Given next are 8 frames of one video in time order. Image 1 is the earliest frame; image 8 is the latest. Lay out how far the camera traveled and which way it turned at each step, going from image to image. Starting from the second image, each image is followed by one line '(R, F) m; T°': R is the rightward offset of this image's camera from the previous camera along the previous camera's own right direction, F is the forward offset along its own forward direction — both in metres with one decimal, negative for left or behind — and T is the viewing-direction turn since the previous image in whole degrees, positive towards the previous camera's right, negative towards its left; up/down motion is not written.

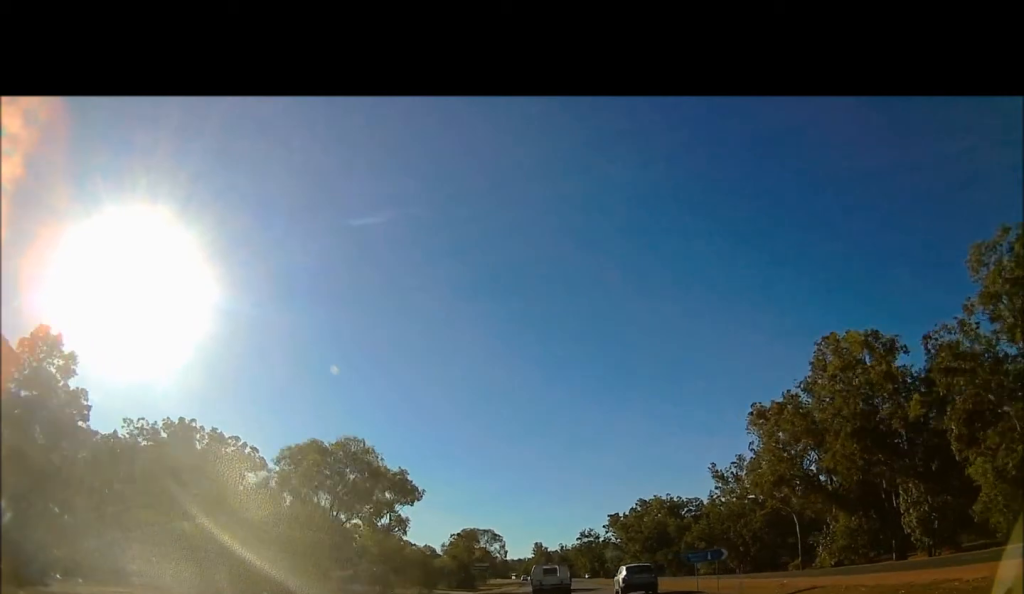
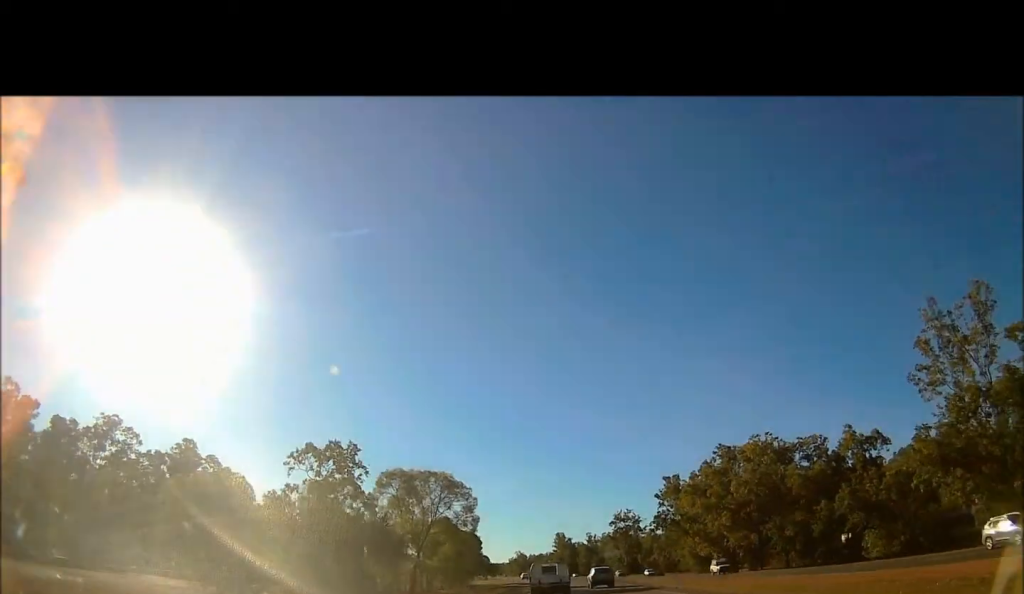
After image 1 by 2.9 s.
(0.0, +60.2) m; -1°
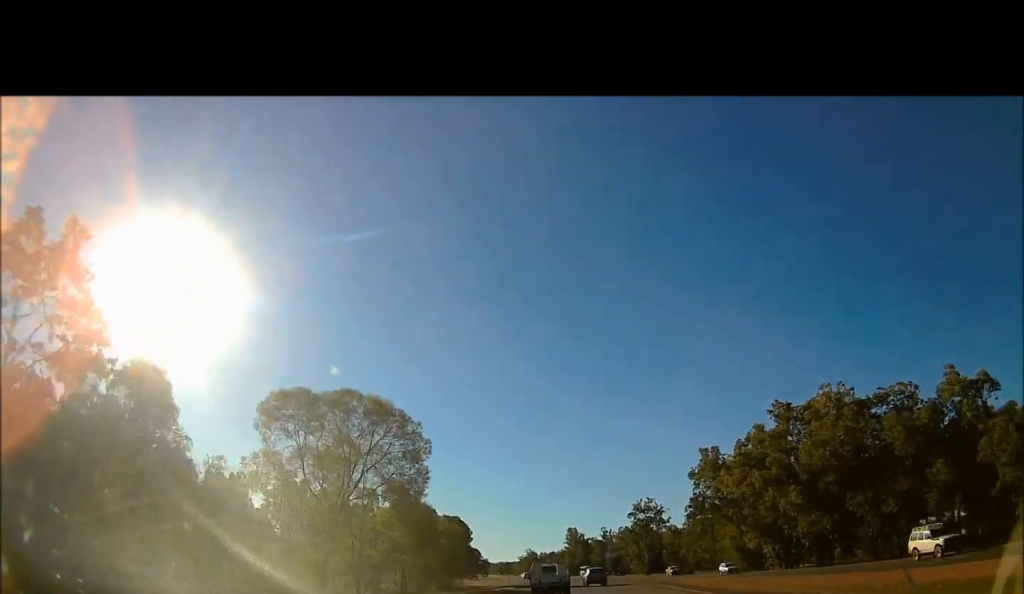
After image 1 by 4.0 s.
(-0.5, +23.2) m; -2°
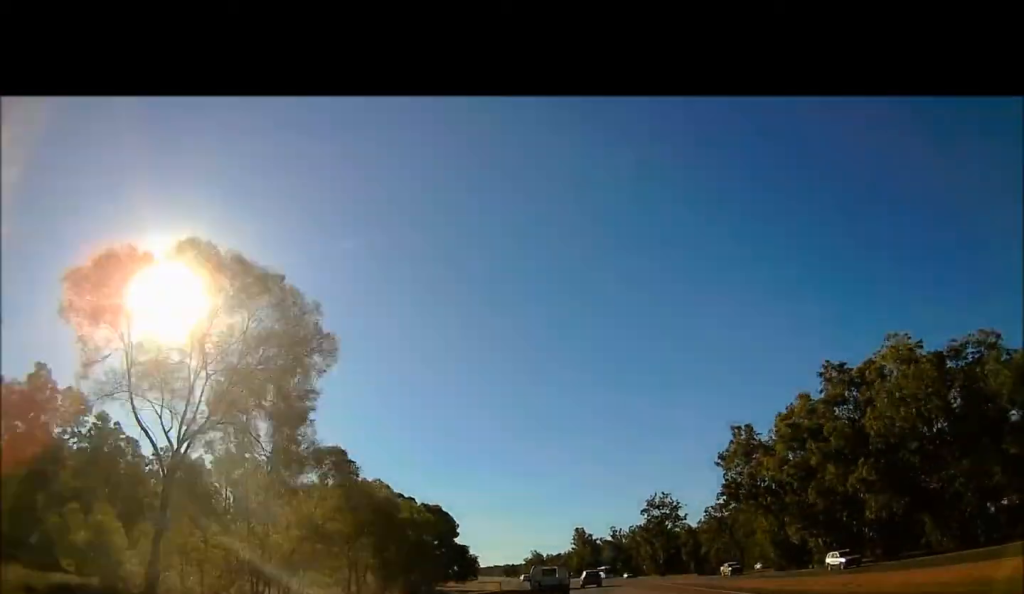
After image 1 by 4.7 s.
(-0.1, +14.9) m; -1°
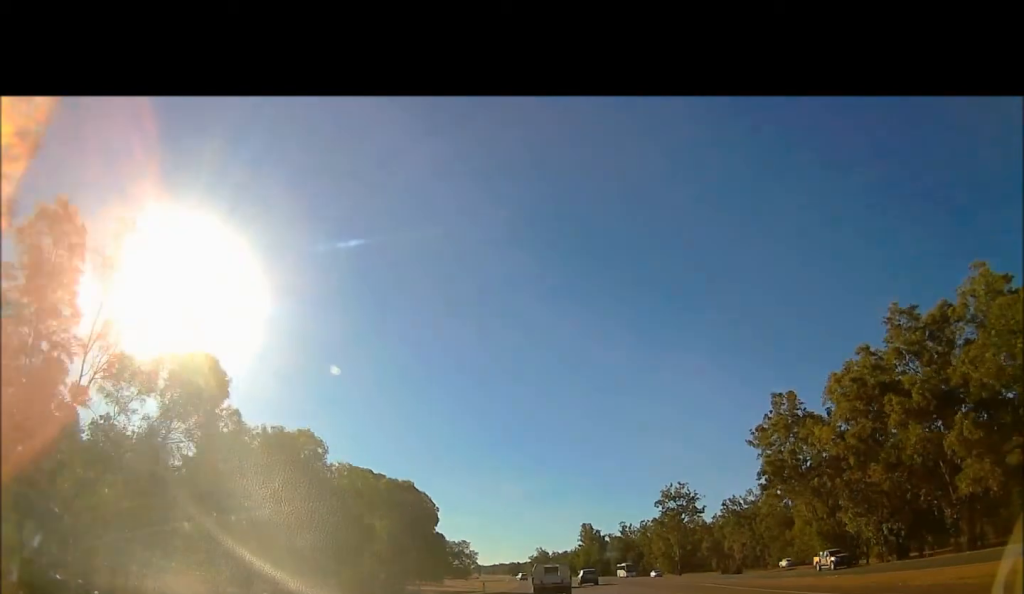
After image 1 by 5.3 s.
(+0.1, +14.2) m; -1°
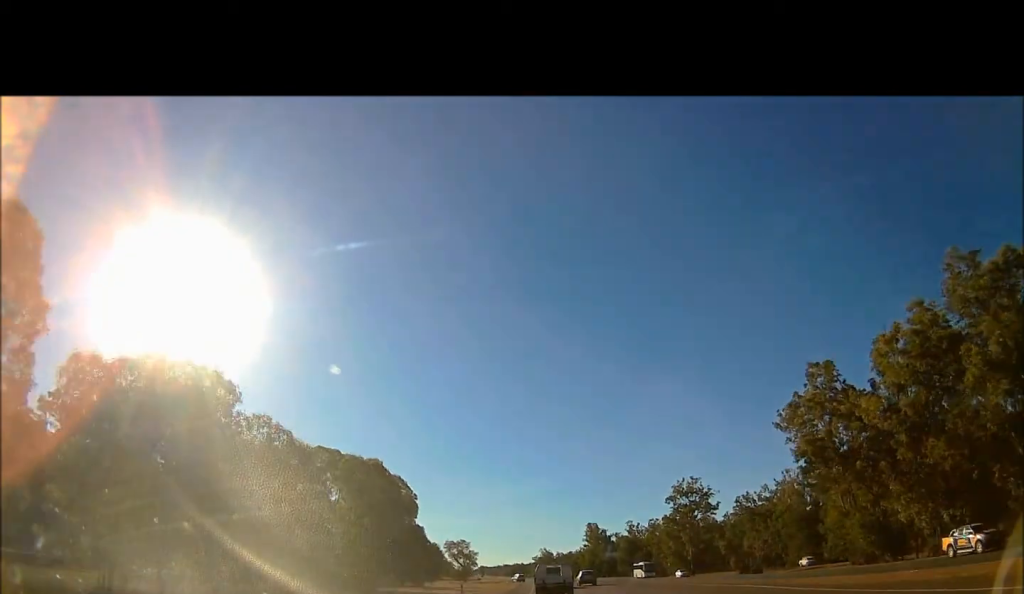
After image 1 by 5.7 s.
(-0.2, +9.7) m; -1°
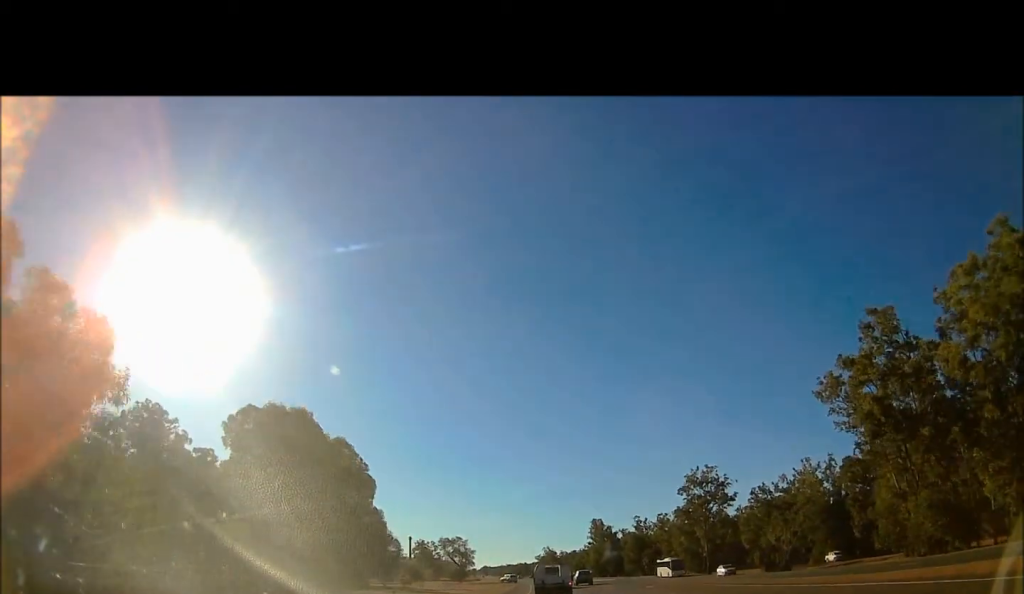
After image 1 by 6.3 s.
(-0.1, +12.0) m; -2°
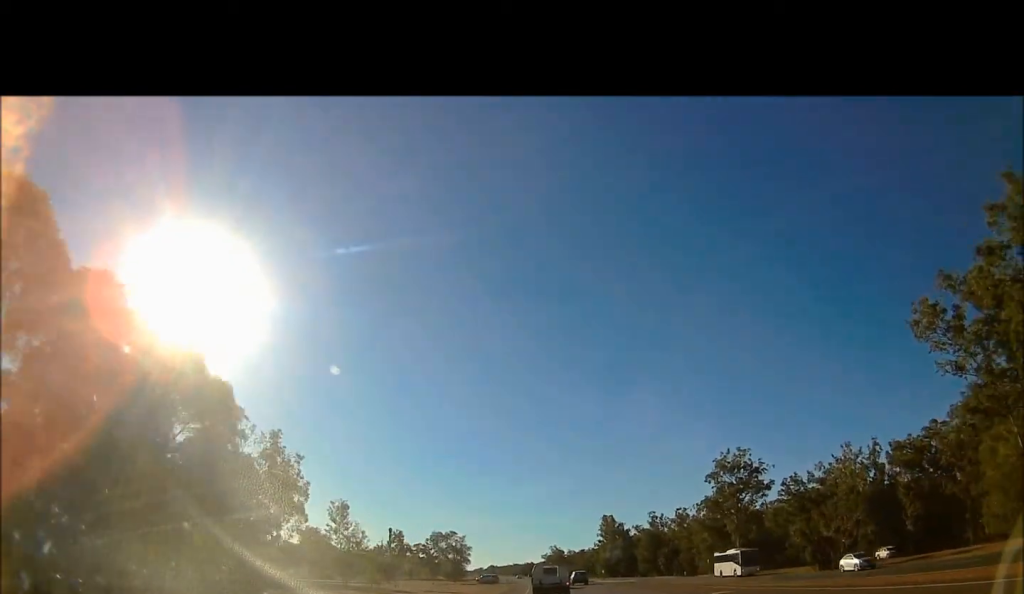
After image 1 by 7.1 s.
(-0.5, +18.3) m; 0°
